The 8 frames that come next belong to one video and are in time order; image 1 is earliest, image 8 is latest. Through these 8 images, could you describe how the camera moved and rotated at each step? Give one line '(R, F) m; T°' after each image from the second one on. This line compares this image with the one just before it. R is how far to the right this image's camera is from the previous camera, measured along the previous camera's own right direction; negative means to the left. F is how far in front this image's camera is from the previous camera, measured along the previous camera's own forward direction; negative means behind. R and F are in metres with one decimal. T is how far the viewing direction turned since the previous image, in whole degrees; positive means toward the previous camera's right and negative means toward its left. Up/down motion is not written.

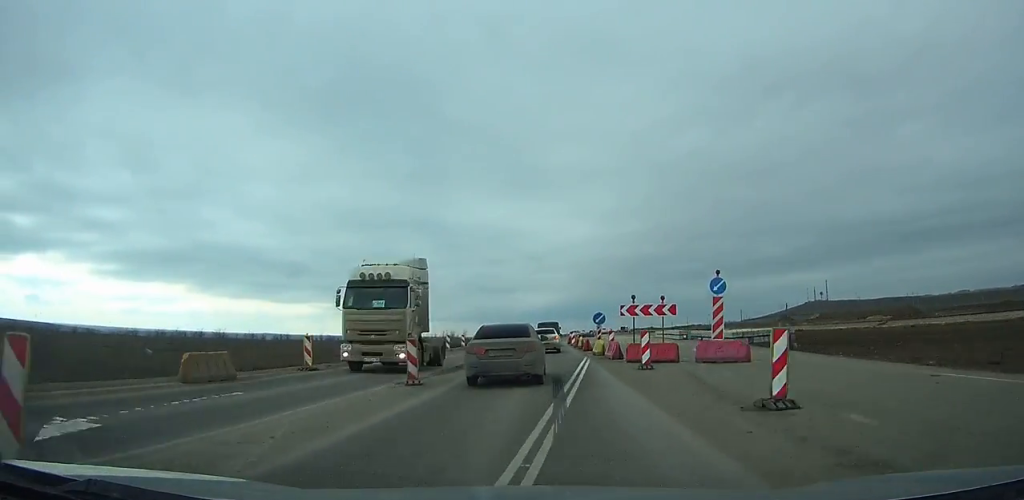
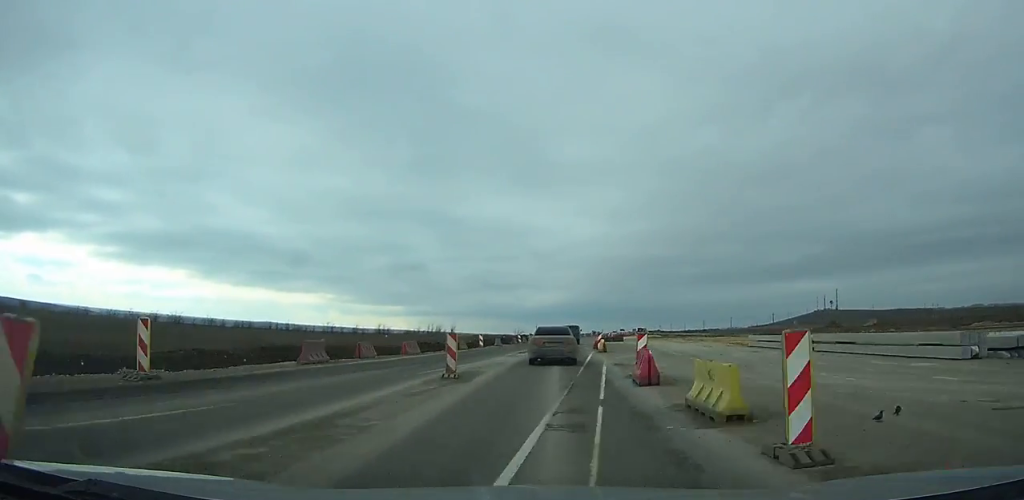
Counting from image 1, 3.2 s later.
(+0.6, +45.4) m; +2°
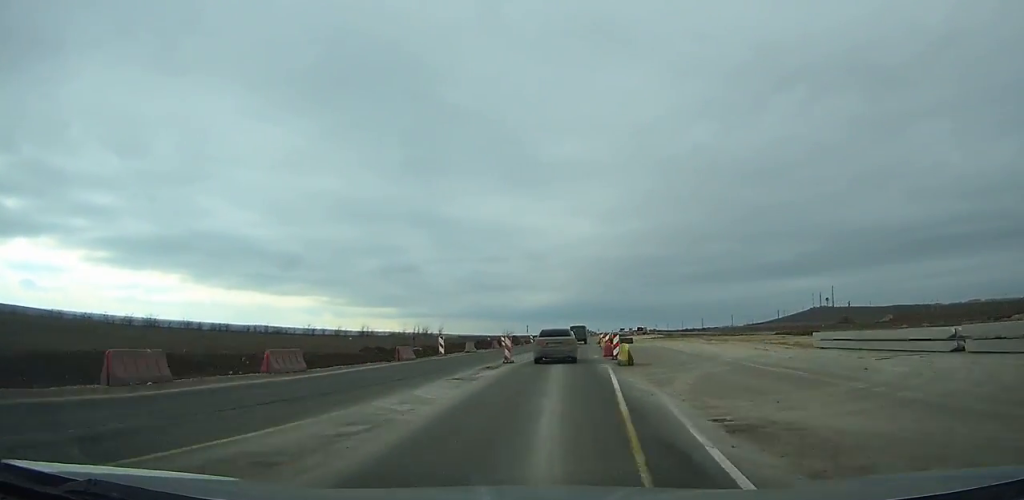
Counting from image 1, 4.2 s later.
(0.0, +14.6) m; +1°
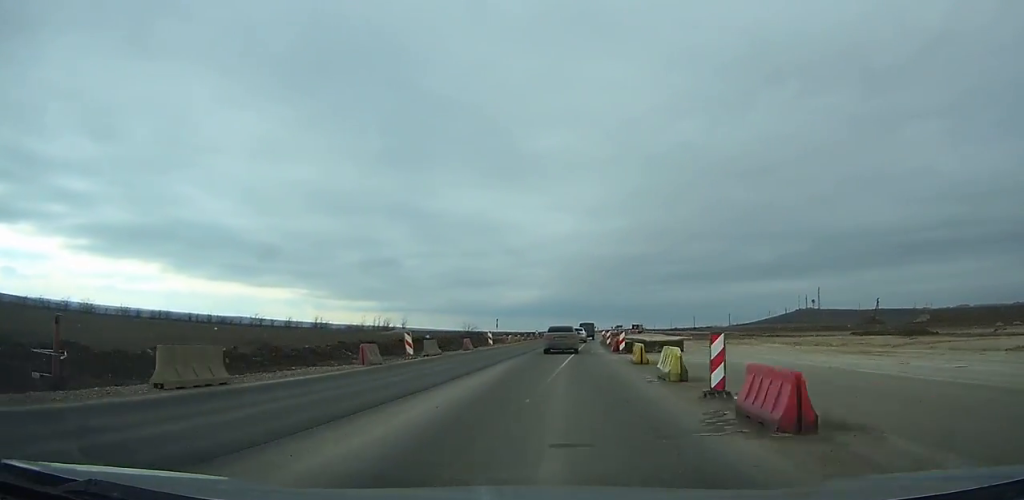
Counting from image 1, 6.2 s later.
(+0.5, +30.6) m; +2°
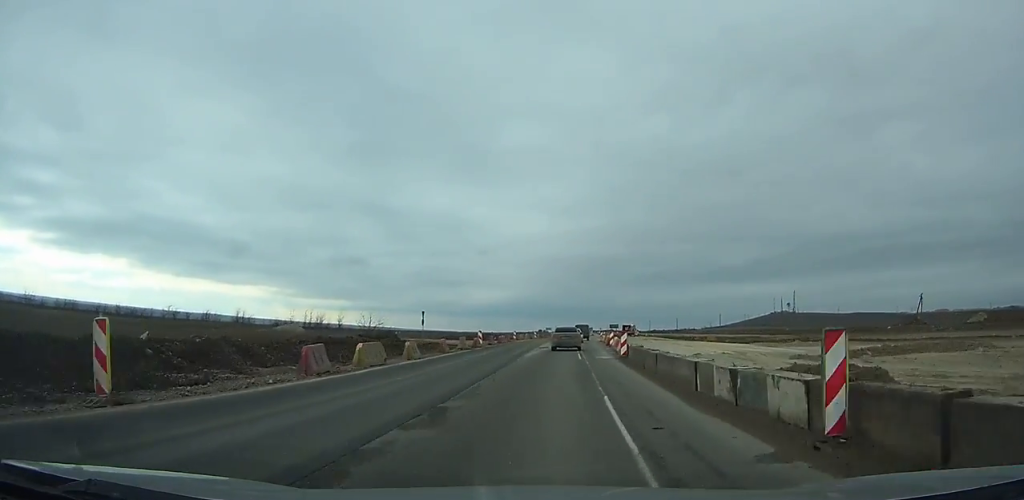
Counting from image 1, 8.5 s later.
(+0.8, +37.1) m; +3°
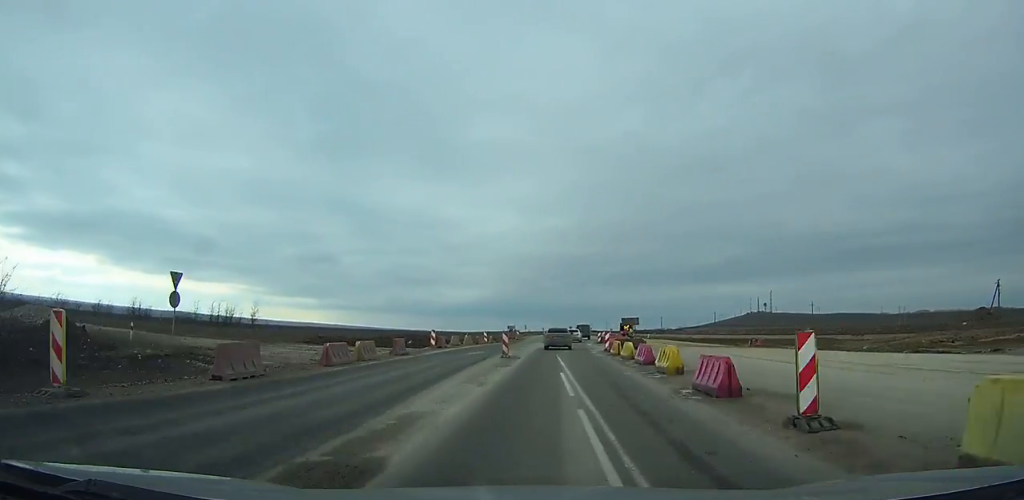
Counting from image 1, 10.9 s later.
(+0.9, +38.4) m; +2°
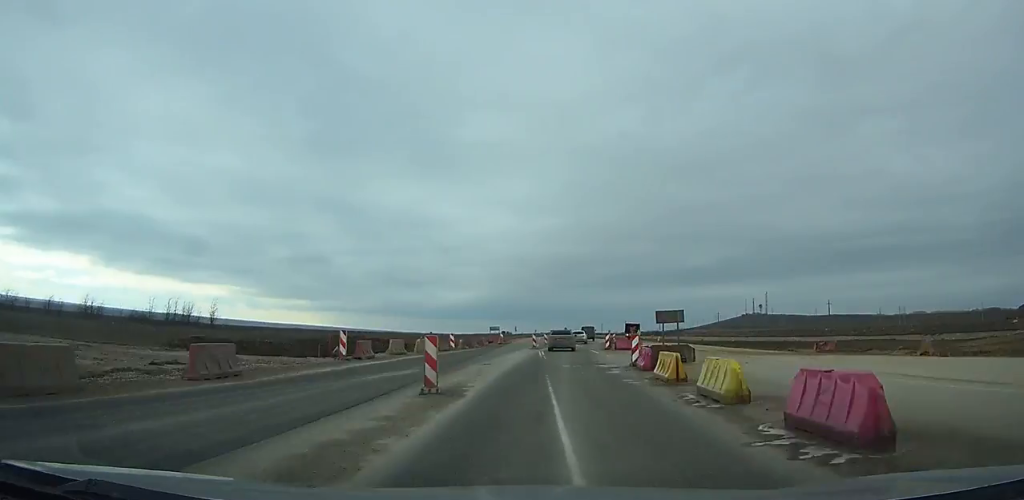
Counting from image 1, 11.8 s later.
(+0.1, +15.7) m; +1°
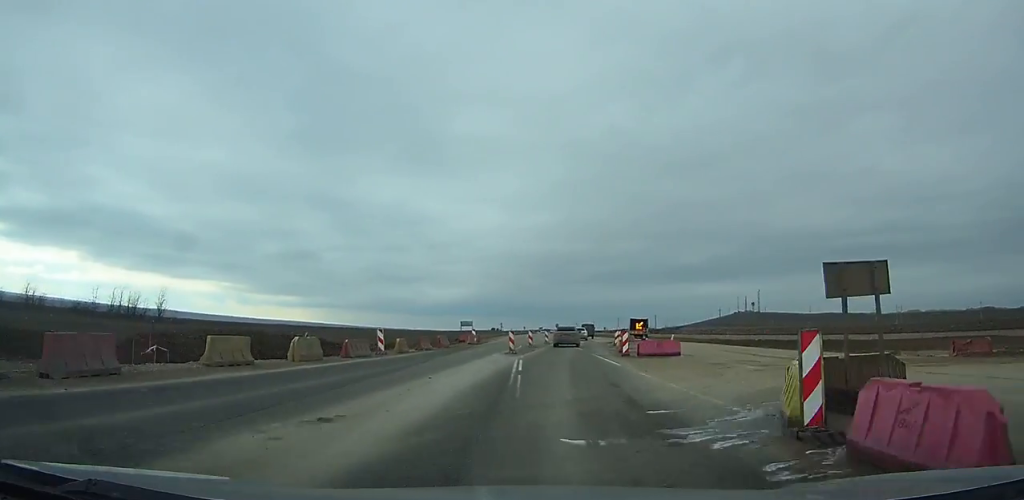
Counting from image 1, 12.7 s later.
(+0.1, +16.2) m; +1°
